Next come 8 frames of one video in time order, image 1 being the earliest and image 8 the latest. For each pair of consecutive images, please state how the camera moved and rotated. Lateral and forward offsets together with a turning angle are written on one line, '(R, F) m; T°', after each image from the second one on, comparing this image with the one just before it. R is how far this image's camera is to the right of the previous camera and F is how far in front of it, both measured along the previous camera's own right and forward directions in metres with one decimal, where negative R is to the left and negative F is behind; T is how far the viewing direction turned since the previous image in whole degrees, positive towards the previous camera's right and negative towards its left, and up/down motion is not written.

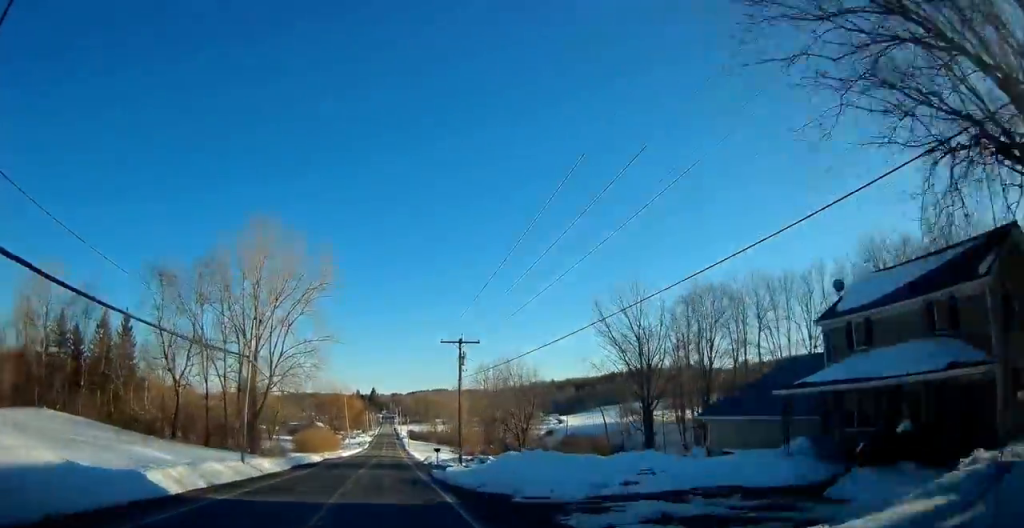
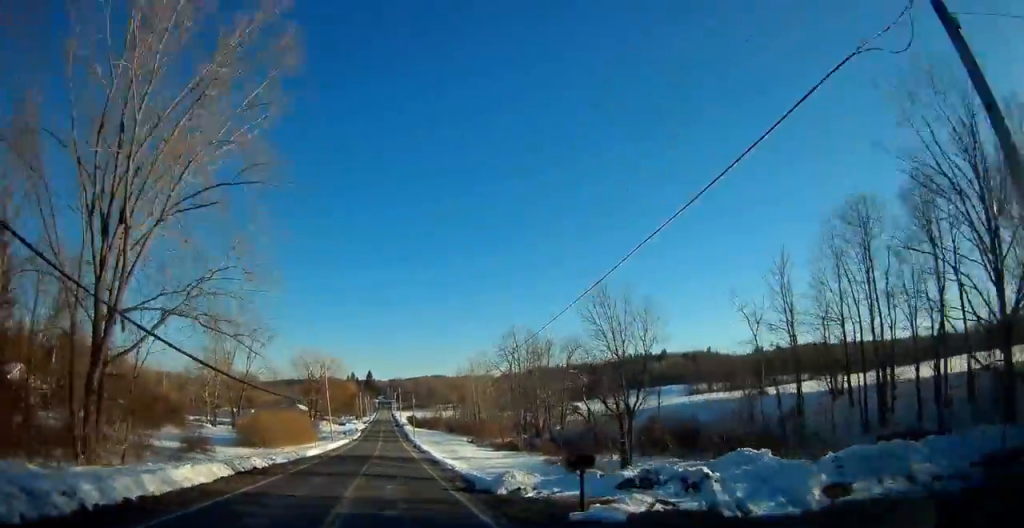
(+0.1, +35.4) m; 0°
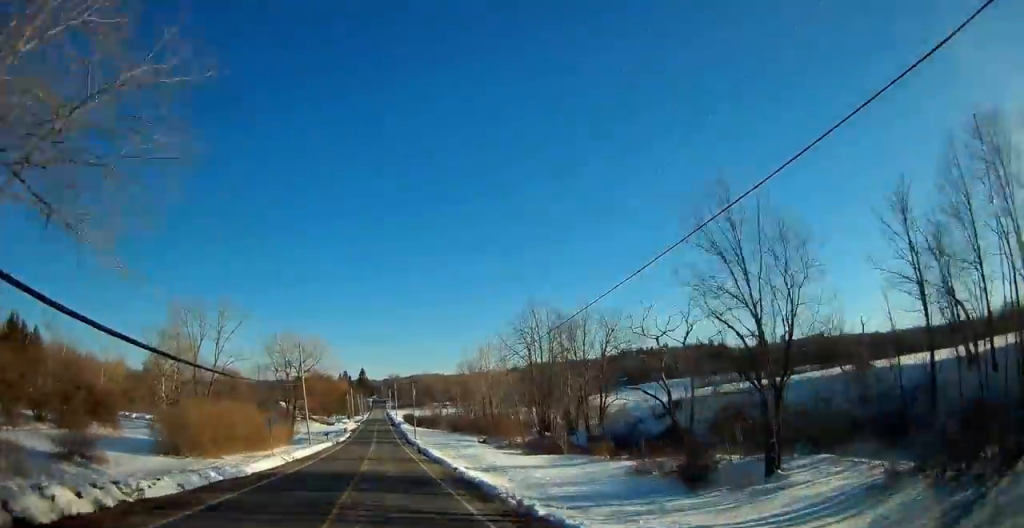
(0.0, +19.0) m; 0°
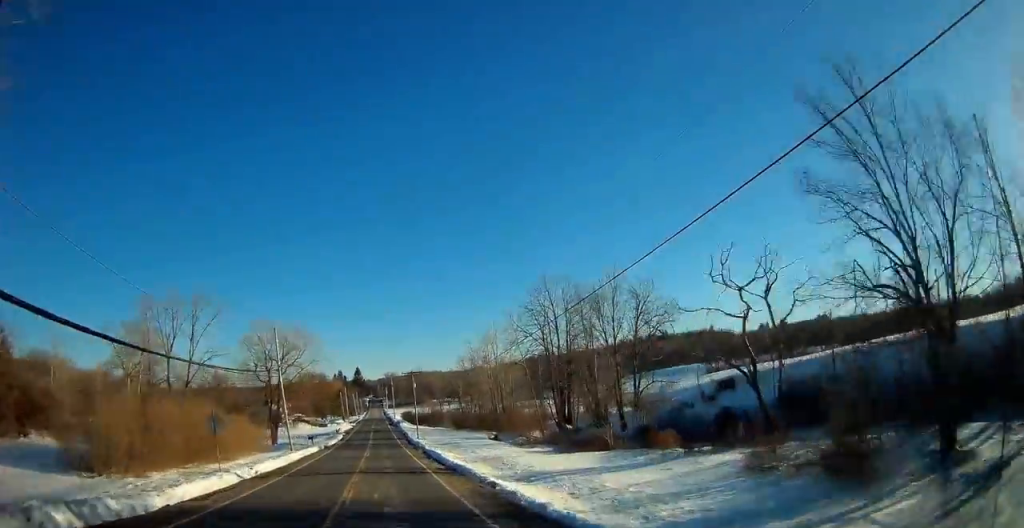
(0.0, +11.4) m; 0°
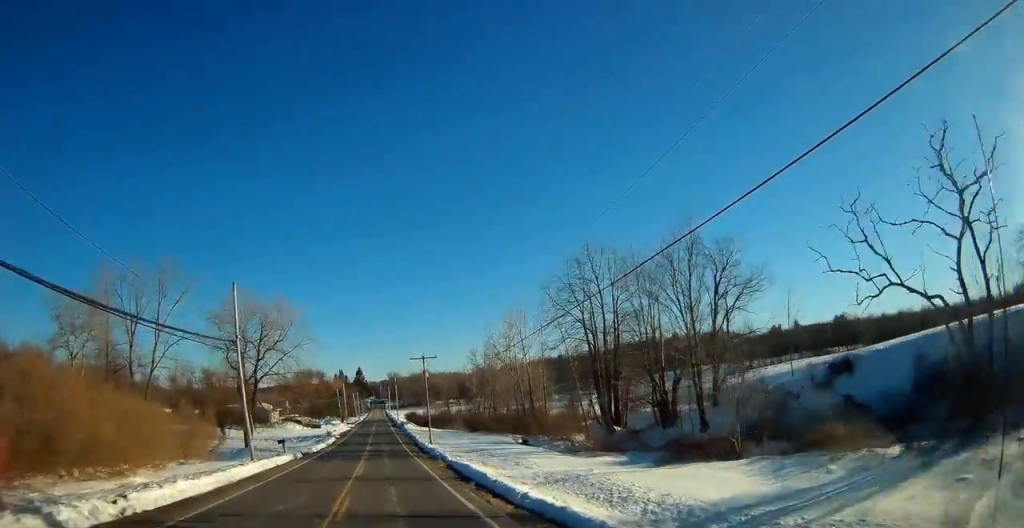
(0.0, +15.5) m; 0°
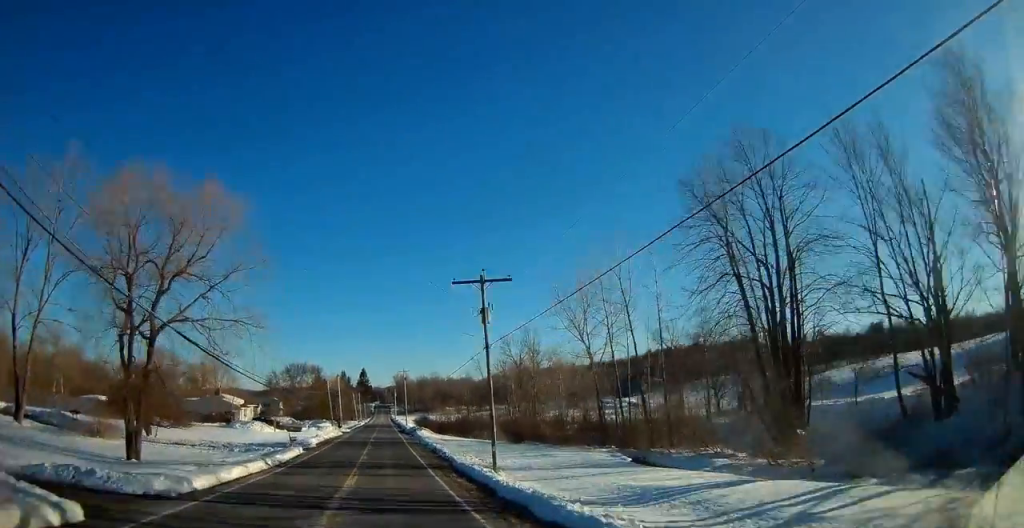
(0.0, +29.2) m; 0°
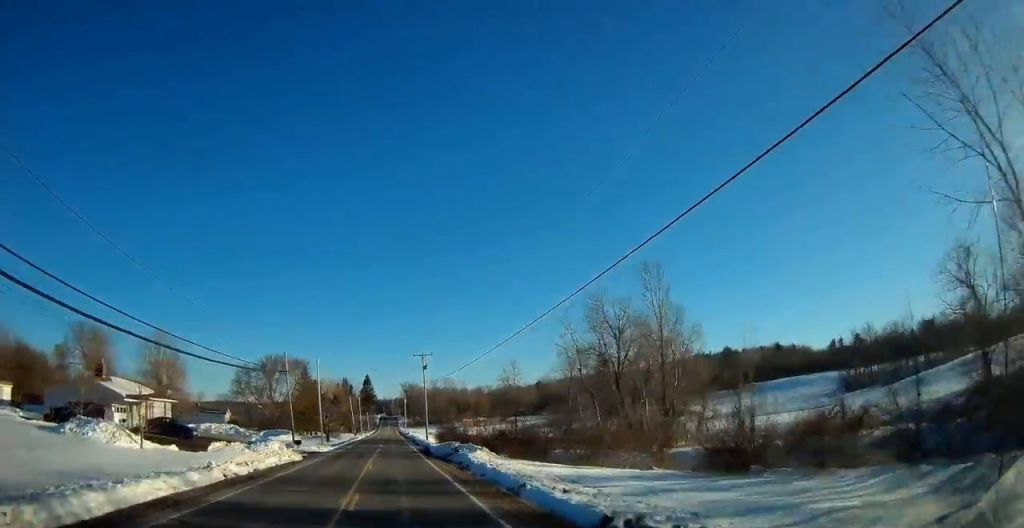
(0.0, +41.8) m; 0°
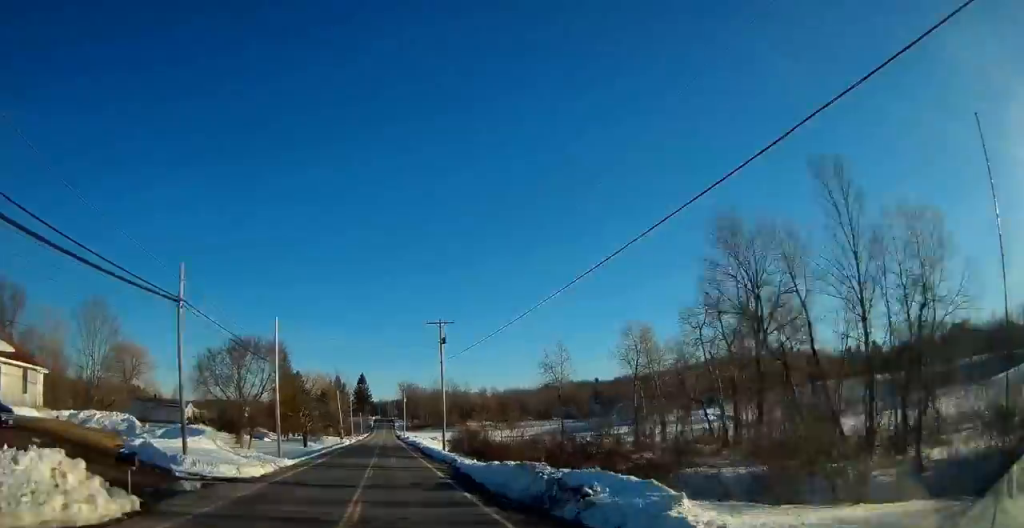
(+0.1, +25.2) m; 0°
